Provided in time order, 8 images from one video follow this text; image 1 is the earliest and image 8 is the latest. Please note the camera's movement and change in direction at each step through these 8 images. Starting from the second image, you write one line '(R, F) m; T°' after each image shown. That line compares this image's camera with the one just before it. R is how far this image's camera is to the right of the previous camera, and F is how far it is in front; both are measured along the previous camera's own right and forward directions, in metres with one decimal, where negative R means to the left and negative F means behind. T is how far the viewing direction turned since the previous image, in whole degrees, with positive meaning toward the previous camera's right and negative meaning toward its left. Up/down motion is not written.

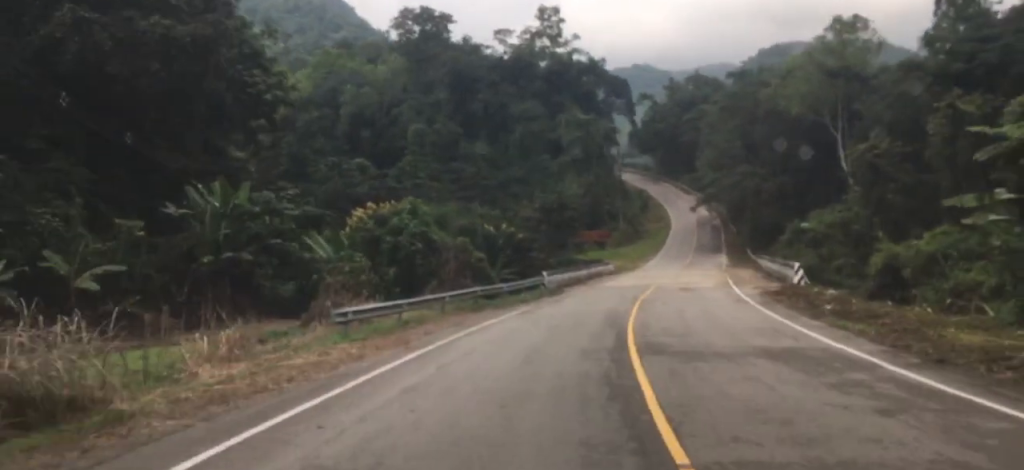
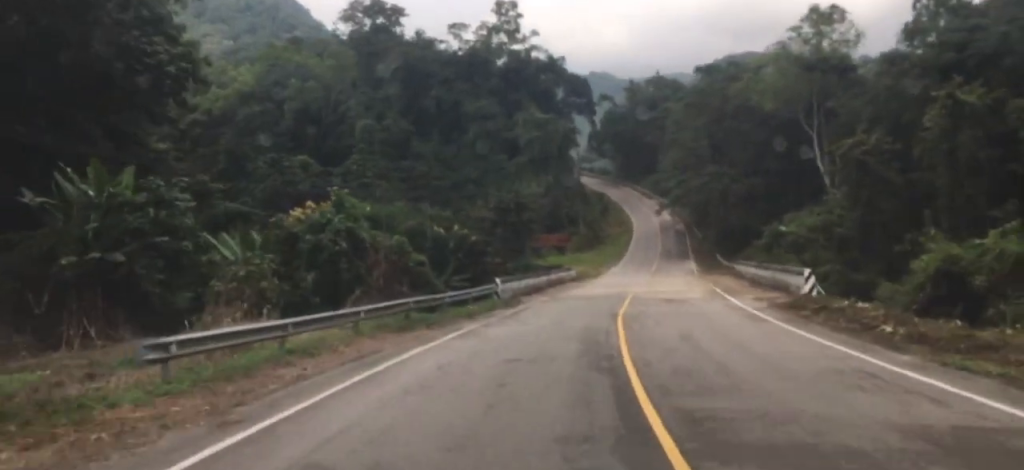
(-0.4, +7.1) m; -1°
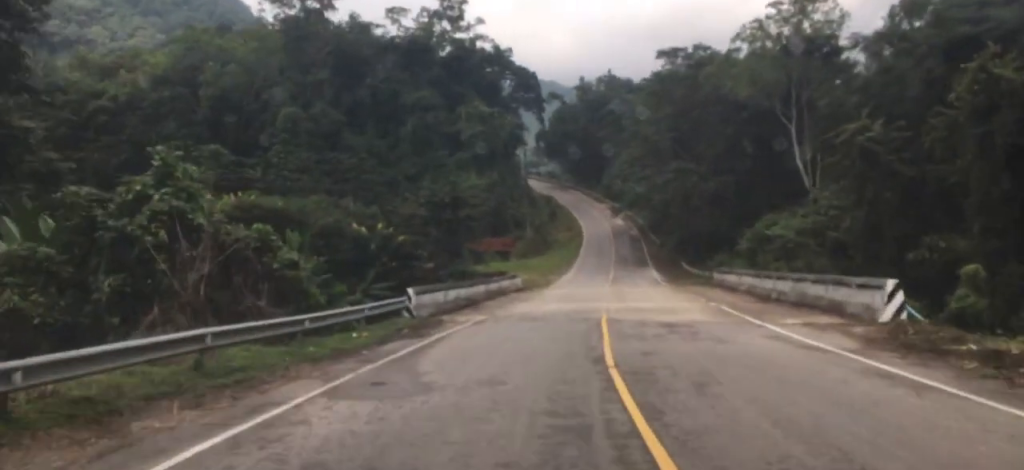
(+0.4, +10.9) m; +5°
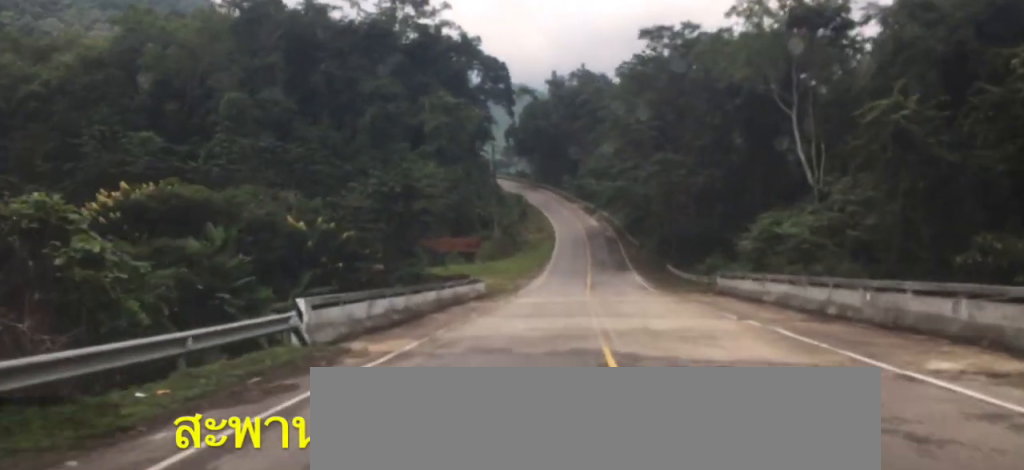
(+0.3, +8.5) m; +3°
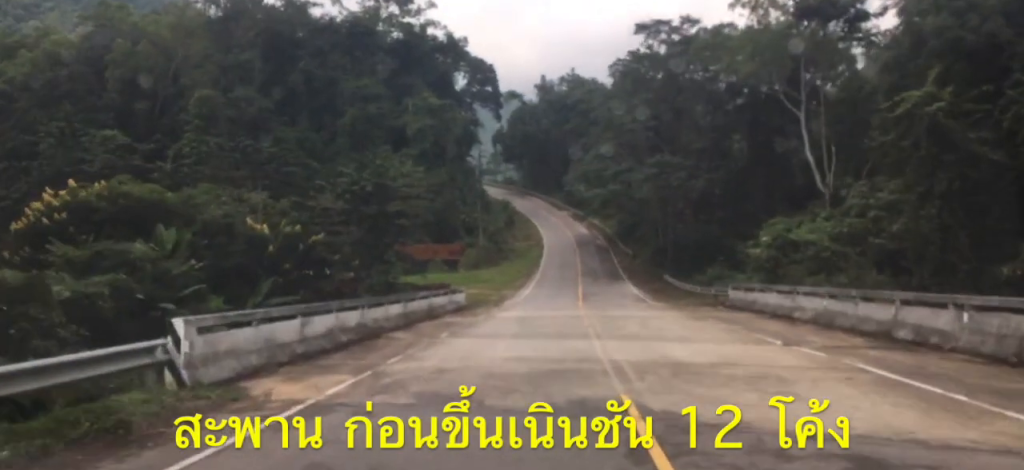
(+0.3, +6.6) m; +2°
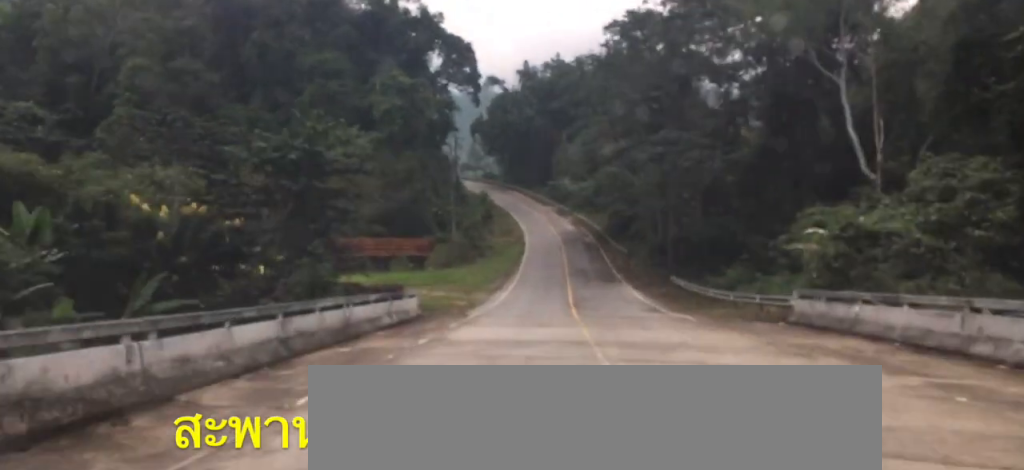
(+0.1, +8.6) m; +2°
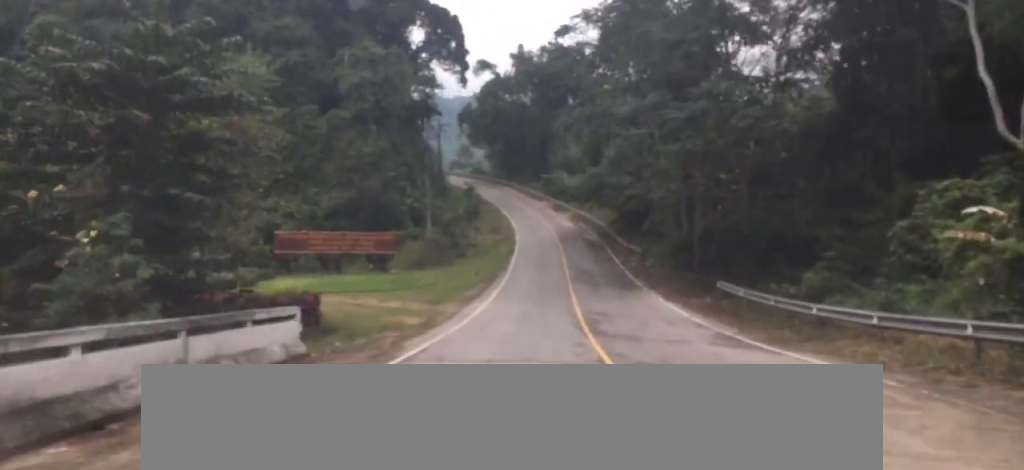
(+0.2, +13.7) m; +2°
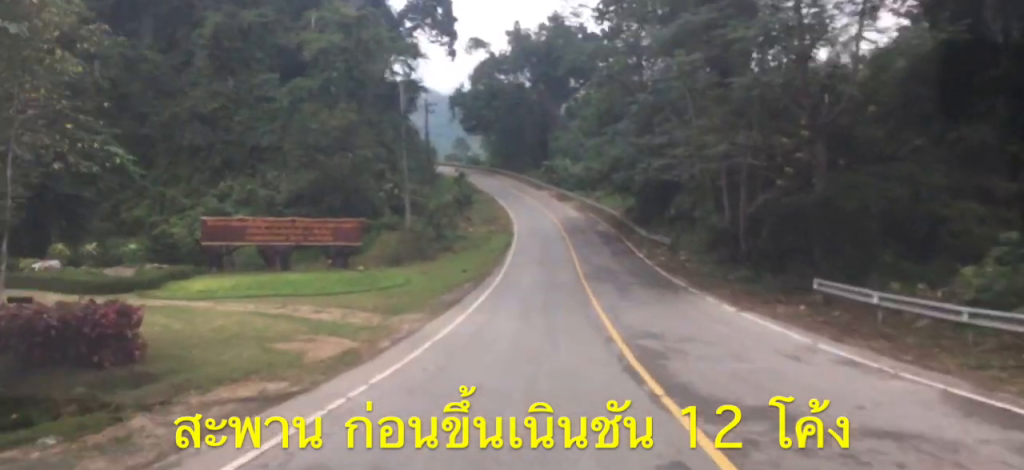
(+0.3, +11.2) m; +1°
